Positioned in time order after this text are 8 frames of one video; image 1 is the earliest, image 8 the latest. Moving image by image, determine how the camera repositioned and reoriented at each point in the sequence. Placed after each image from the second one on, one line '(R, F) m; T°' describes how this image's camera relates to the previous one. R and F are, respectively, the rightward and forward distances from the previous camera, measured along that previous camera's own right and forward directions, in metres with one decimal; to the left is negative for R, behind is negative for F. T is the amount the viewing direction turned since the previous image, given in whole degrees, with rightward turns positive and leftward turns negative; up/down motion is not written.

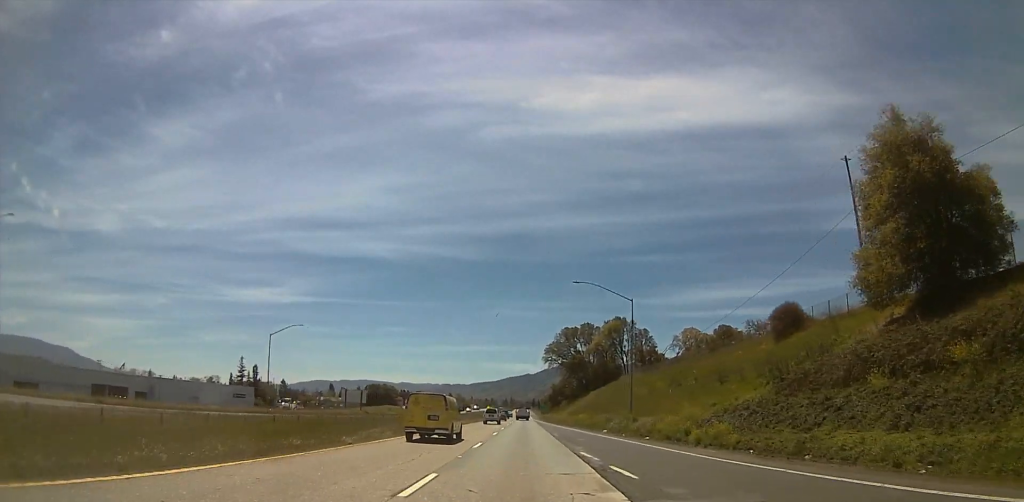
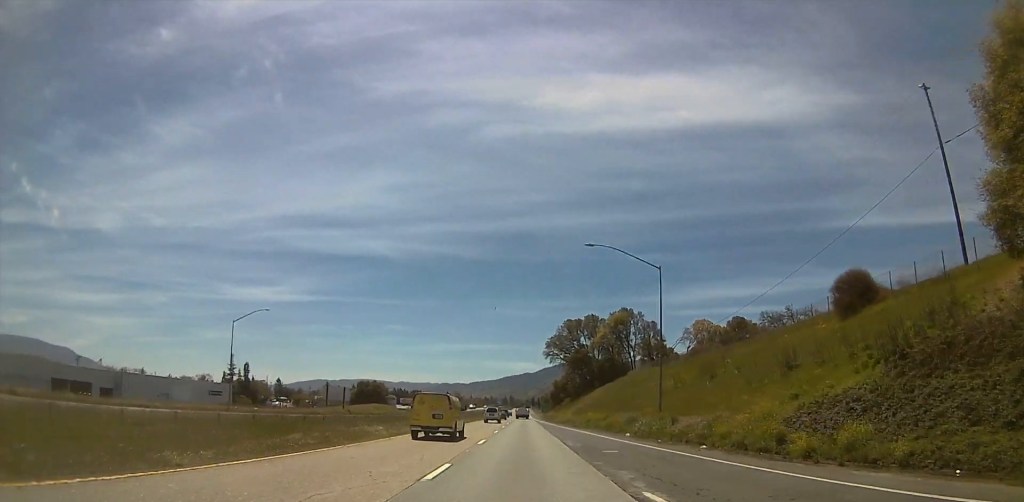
(0.0, +11.5) m; 0°
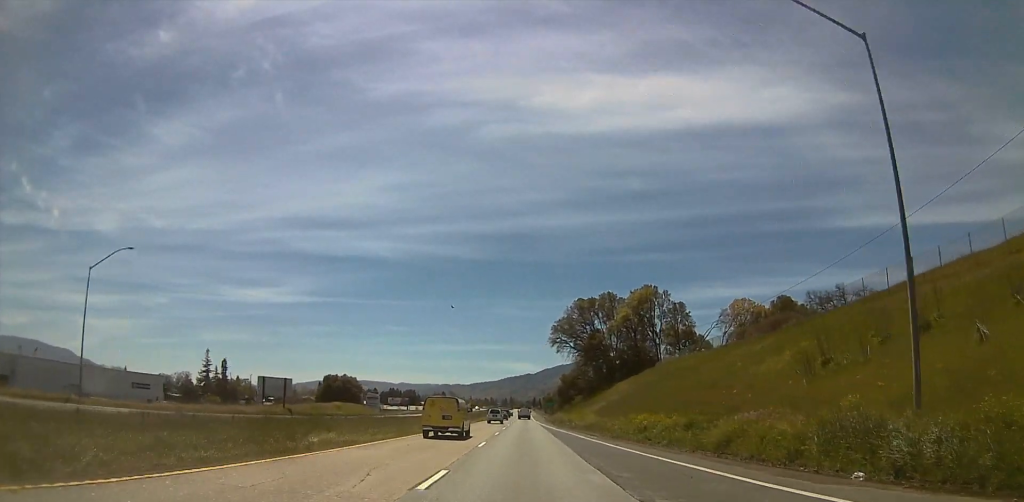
(-0.2, +31.9) m; 0°
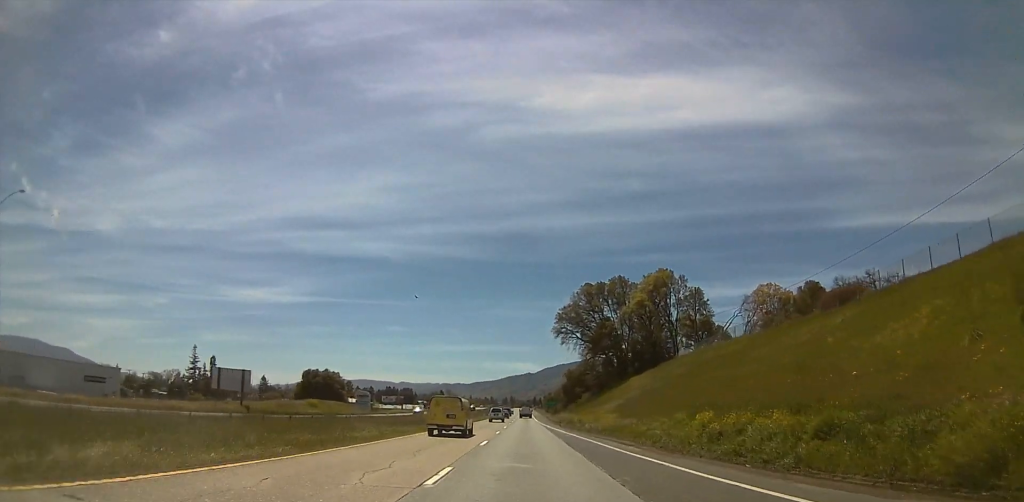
(0.0, +15.5) m; 0°
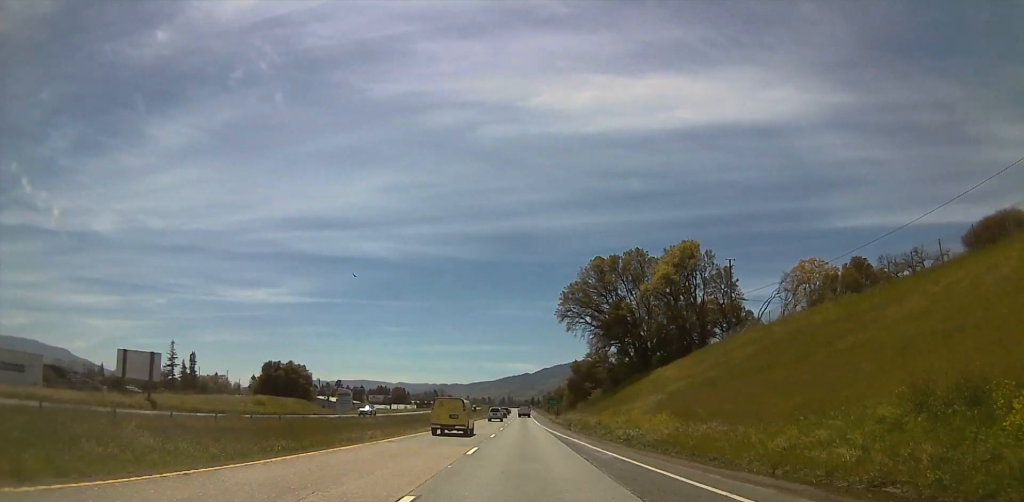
(0.0, +21.6) m; 0°
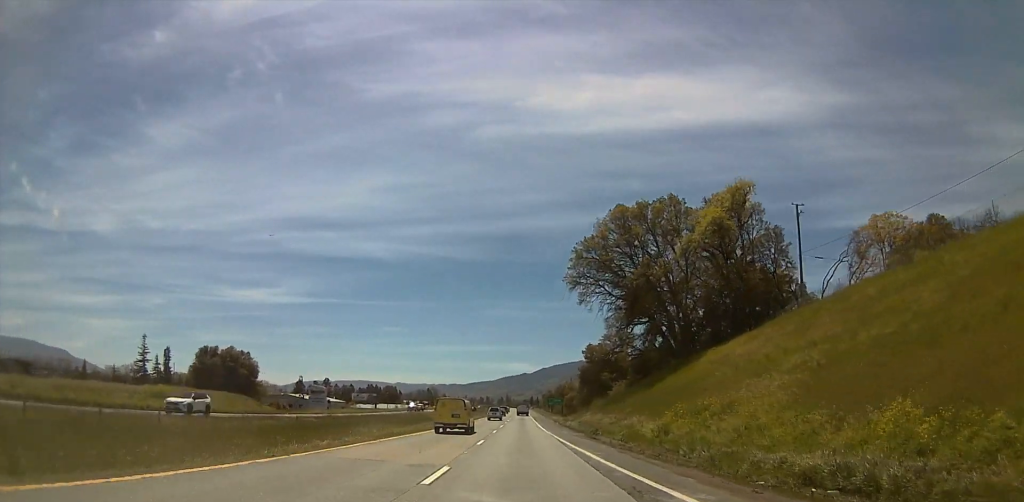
(0.0, +25.5) m; 0°
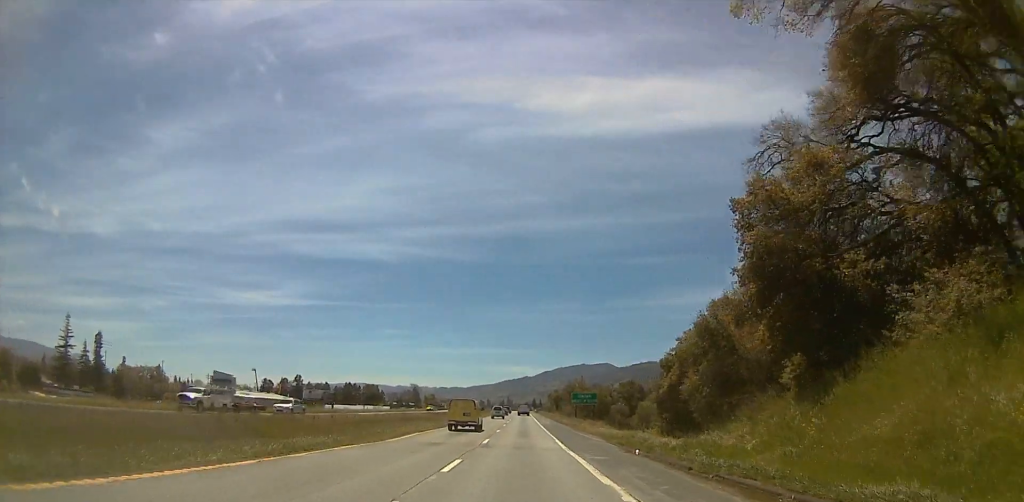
(0.0, +59.5) m; +1°
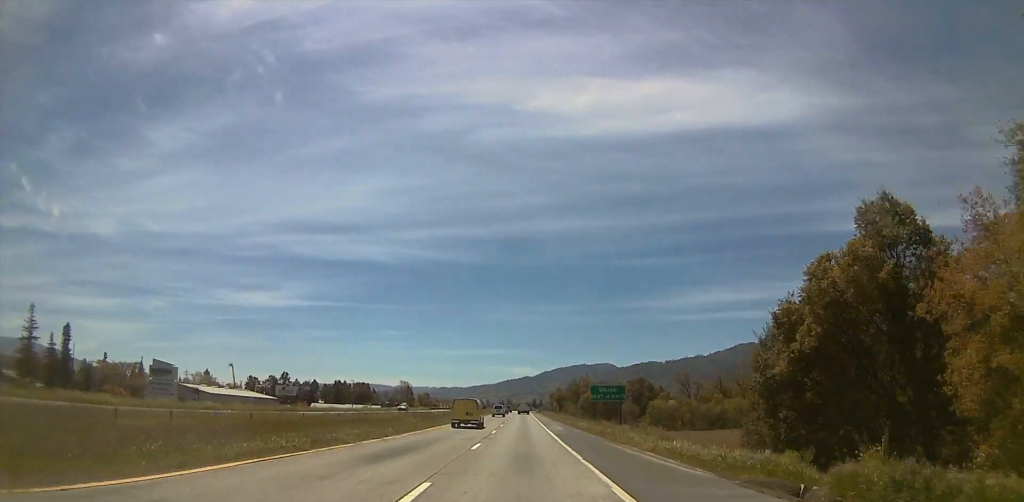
(+0.3, +21.8) m; +1°
